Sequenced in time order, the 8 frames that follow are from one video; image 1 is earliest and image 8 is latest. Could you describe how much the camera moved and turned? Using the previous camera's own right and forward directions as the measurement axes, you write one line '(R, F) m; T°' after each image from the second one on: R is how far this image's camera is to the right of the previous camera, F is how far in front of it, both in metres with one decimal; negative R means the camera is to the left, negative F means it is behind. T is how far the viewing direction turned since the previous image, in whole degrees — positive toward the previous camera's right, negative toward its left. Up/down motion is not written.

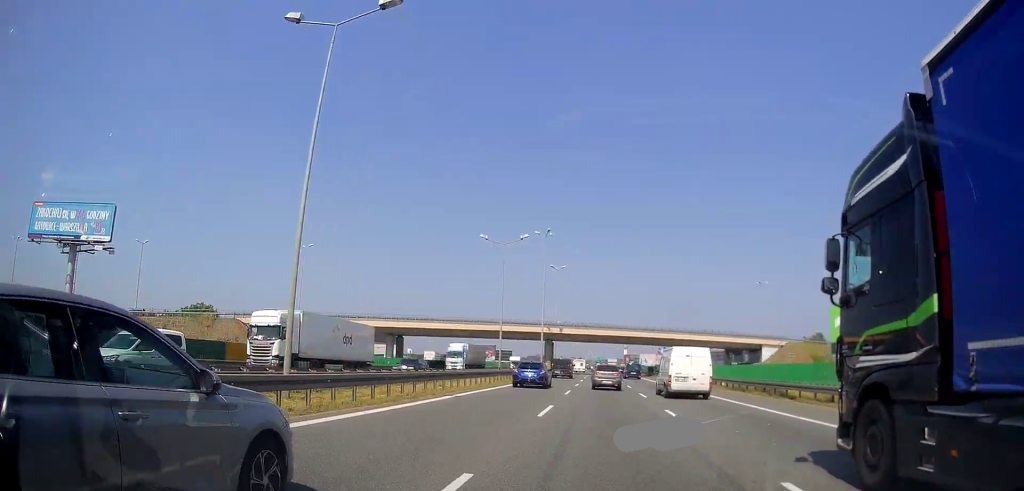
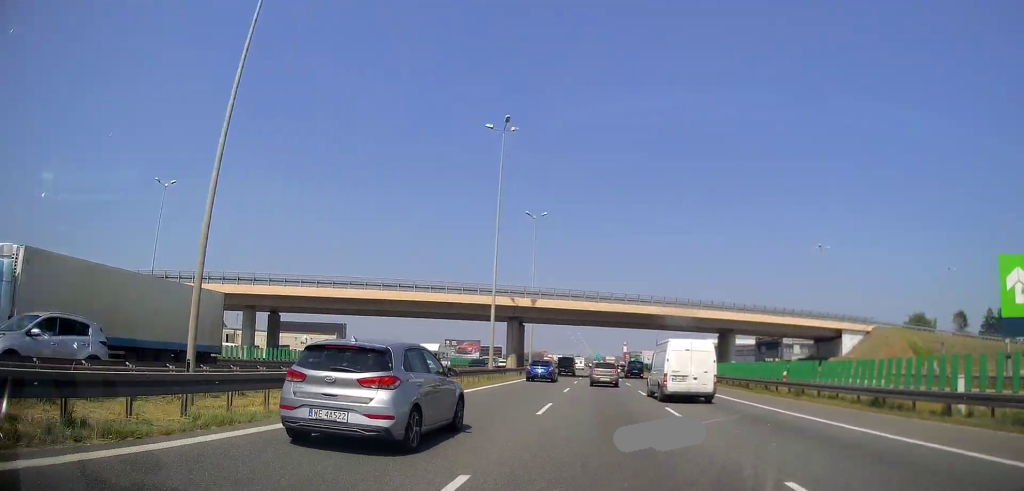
(-0.2, +36.1) m; 0°
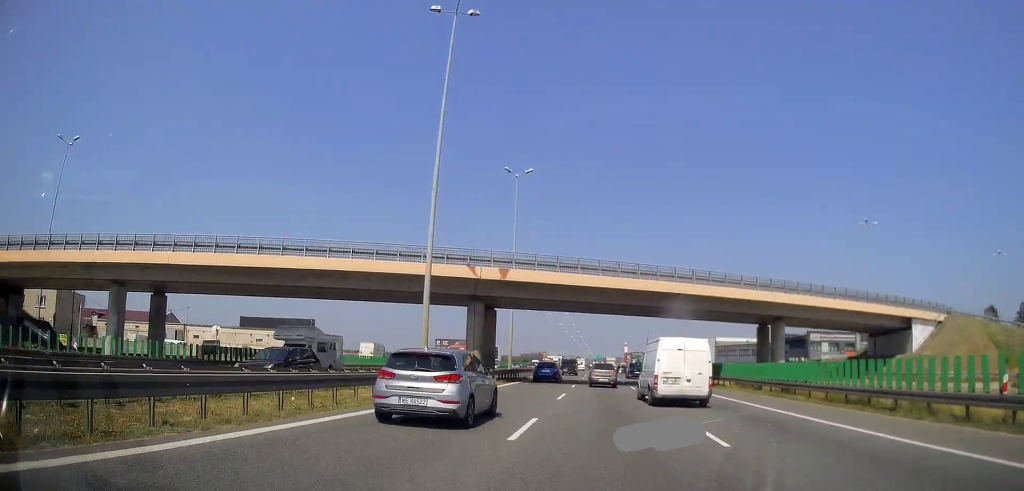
(+0.2, +16.7) m; 0°
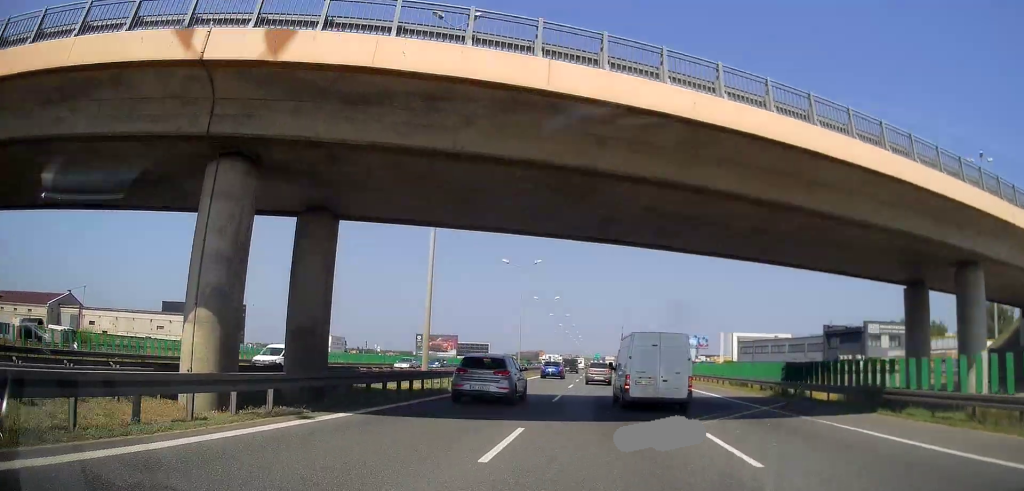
(-0.1, +26.3) m; -1°
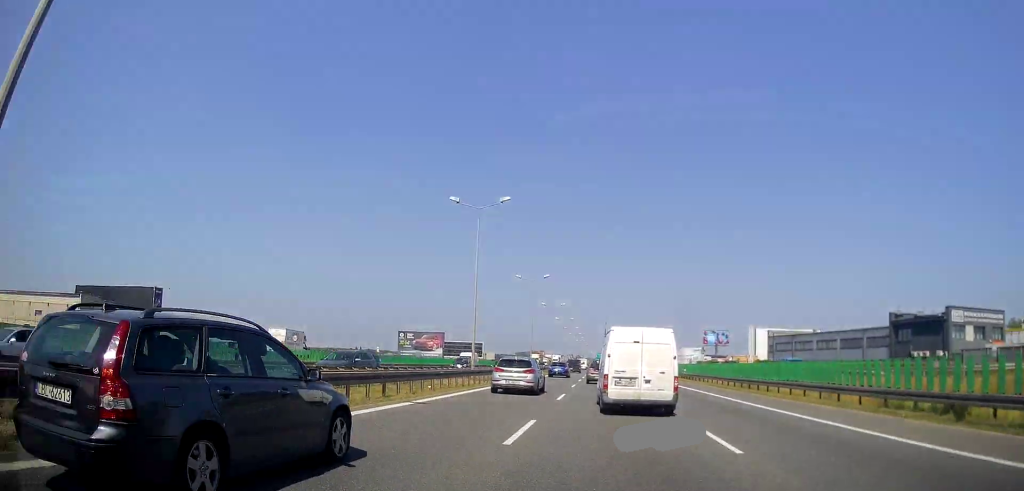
(-0.2, +22.9) m; -1°
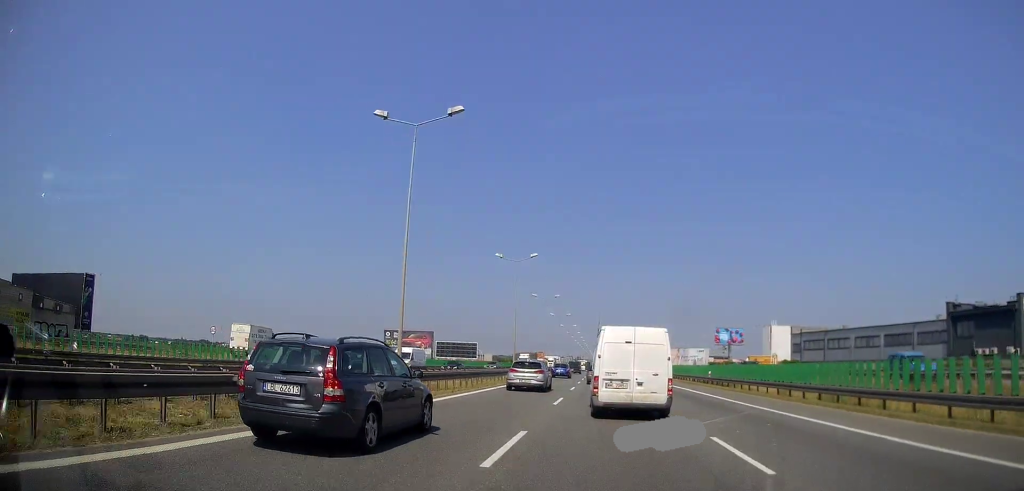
(0.0, +13.9) m; 0°
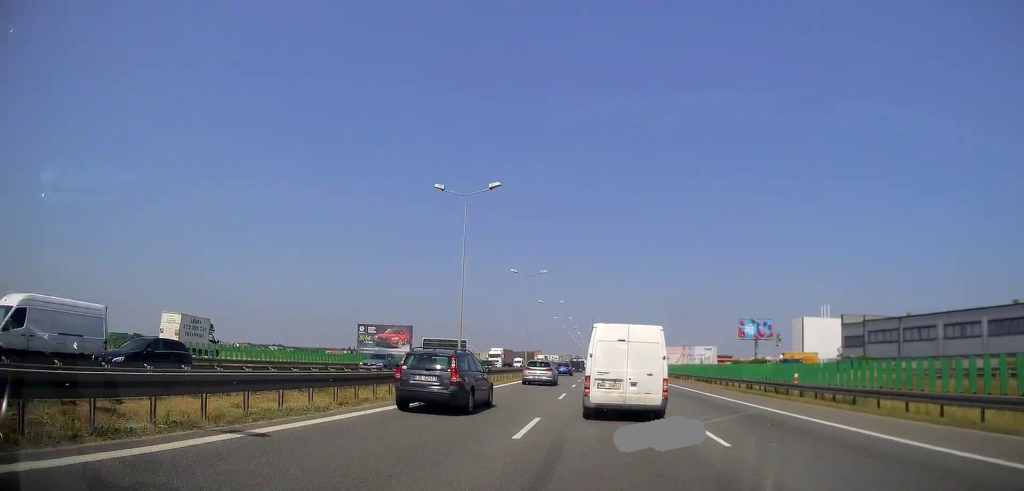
(+0.1, +21.6) m; 0°
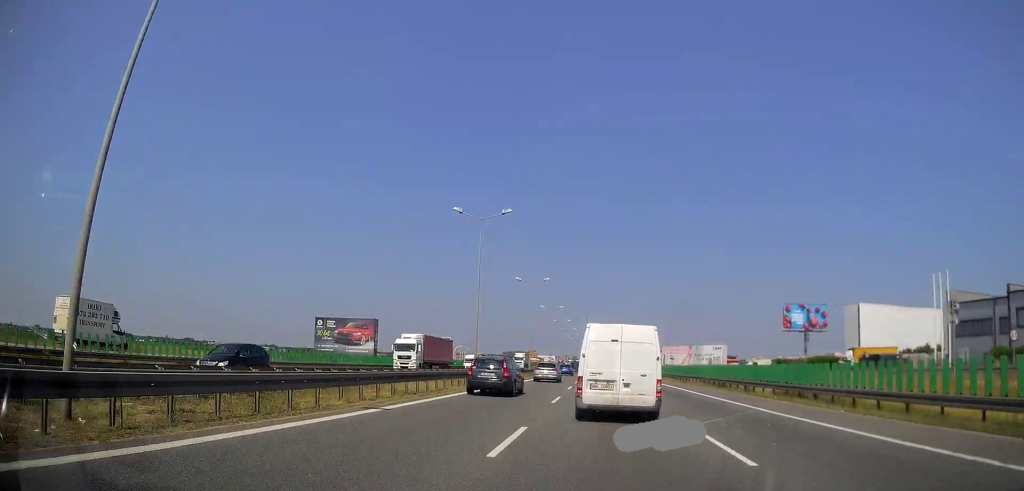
(0.0, +26.4) m; 0°
